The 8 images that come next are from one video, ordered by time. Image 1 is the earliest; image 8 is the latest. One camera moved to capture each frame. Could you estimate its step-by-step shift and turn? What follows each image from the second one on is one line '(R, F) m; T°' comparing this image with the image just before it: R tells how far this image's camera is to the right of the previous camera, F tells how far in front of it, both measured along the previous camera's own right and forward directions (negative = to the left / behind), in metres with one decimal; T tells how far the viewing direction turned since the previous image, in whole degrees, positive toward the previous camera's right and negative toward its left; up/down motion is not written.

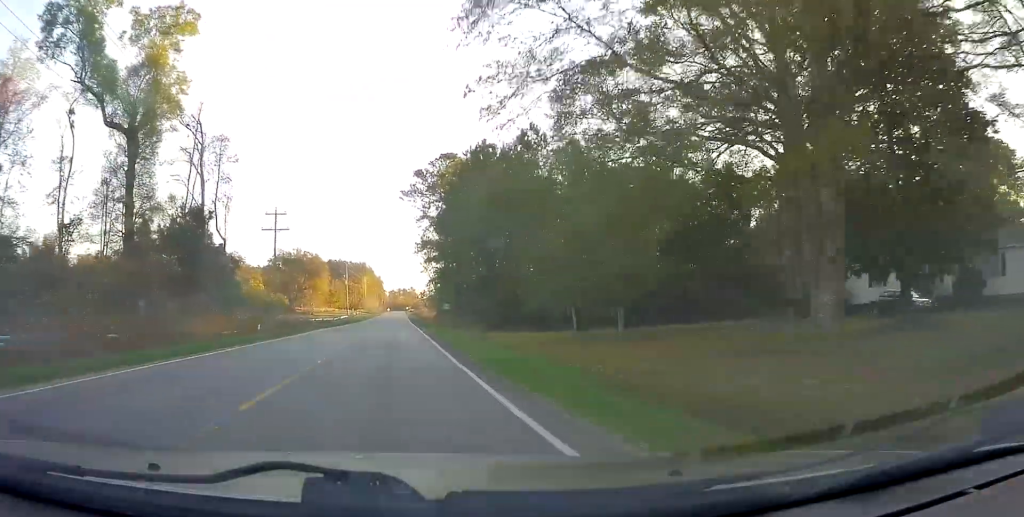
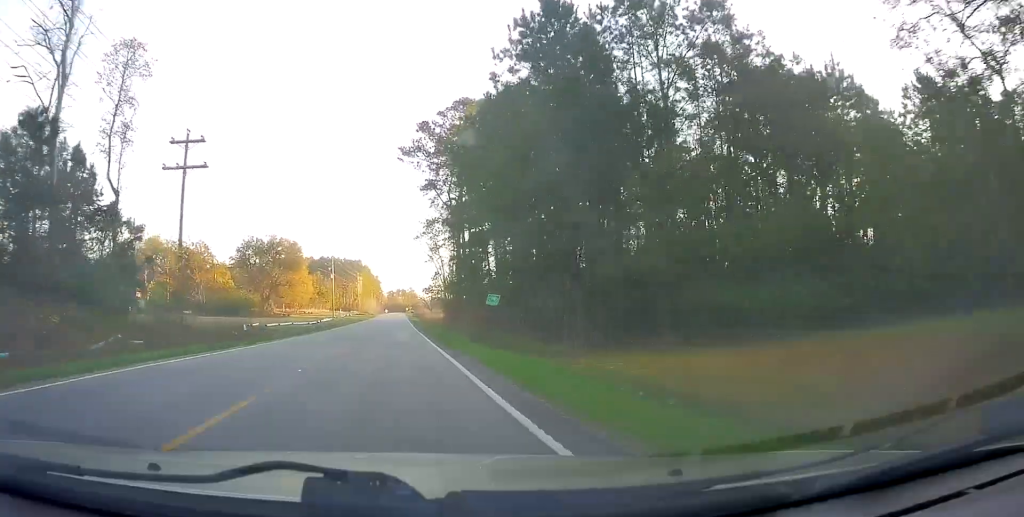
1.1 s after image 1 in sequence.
(+0.1, +26.2) m; 0°
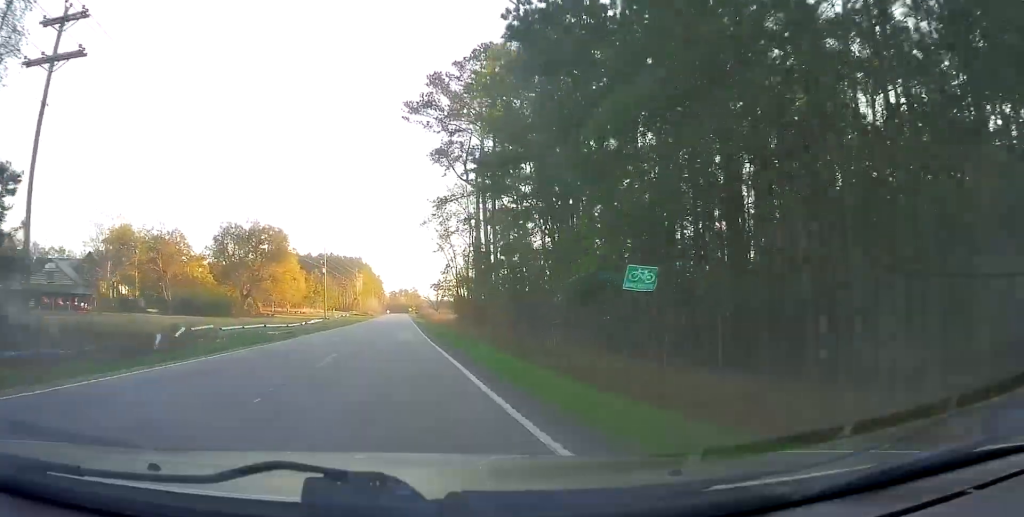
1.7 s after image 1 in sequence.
(0.0, +15.8) m; 0°
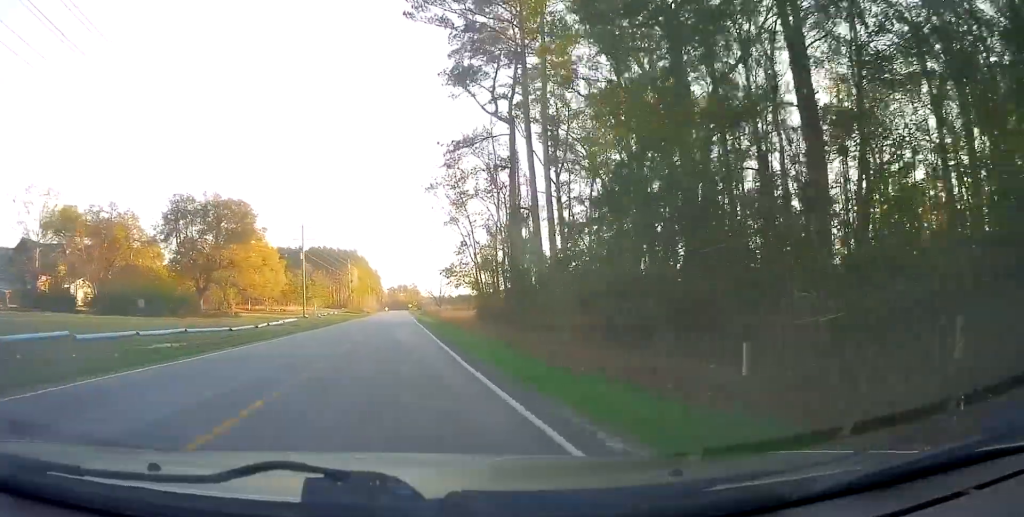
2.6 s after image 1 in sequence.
(0.0, +20.4) m; -1°
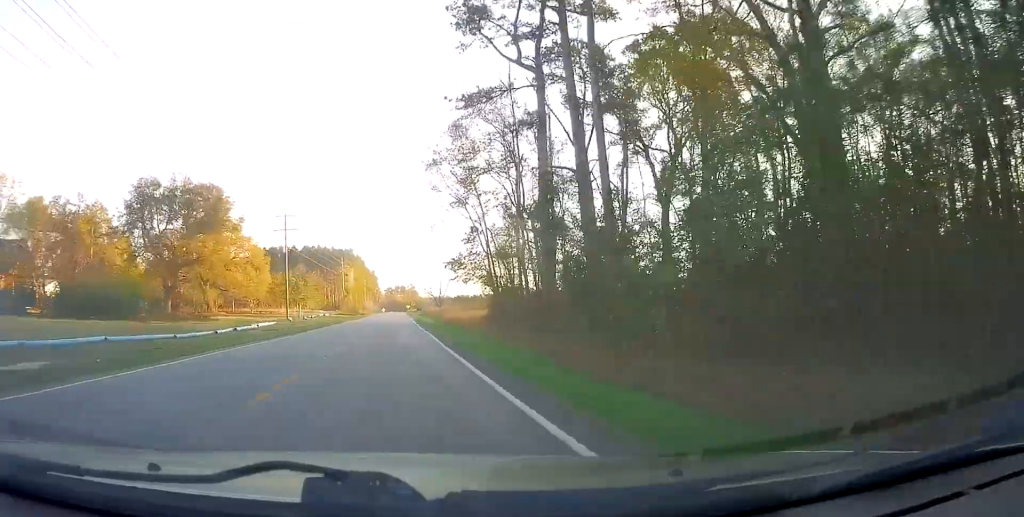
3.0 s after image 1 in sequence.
(-0.2, +9.8) m; 0°
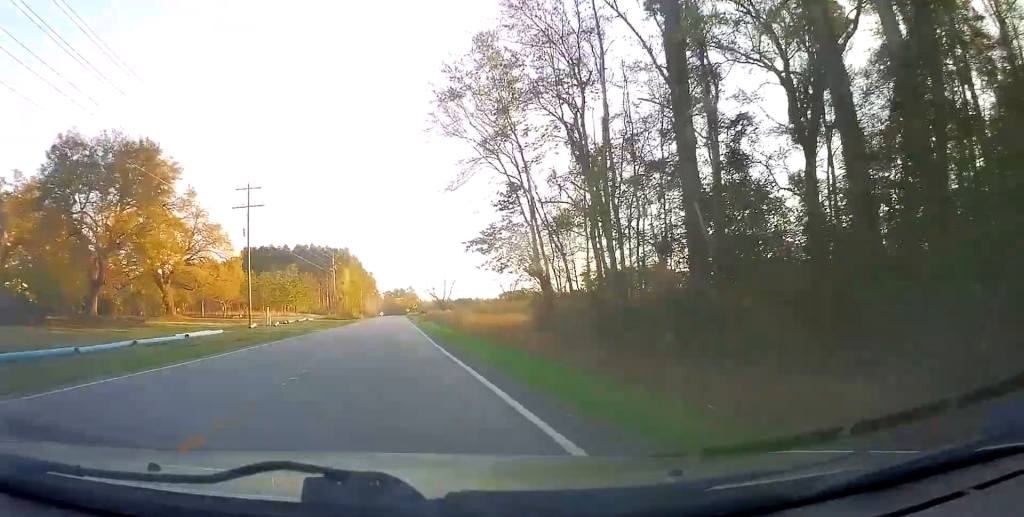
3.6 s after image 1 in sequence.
(-0.1, +16.4) m; 0°
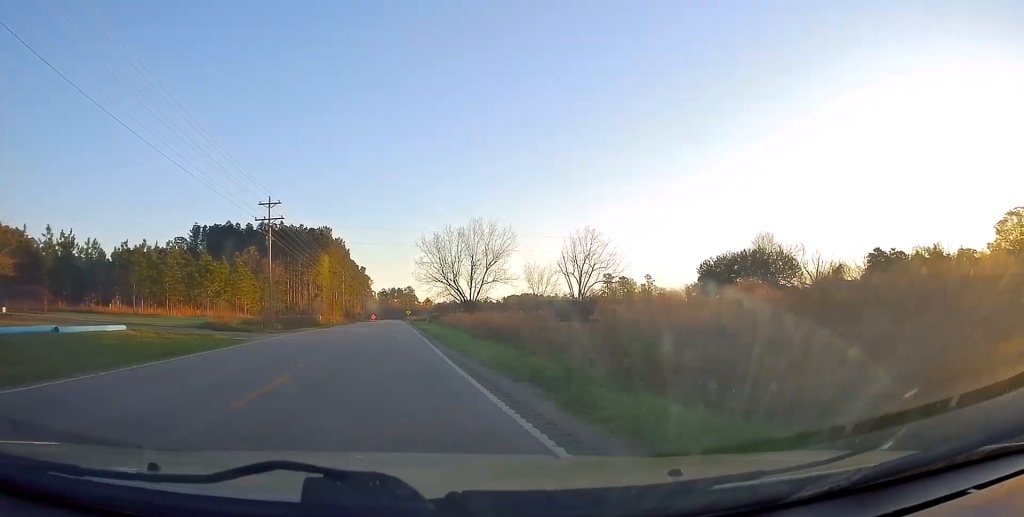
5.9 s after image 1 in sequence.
(+0.7, +55.9) m; 0°
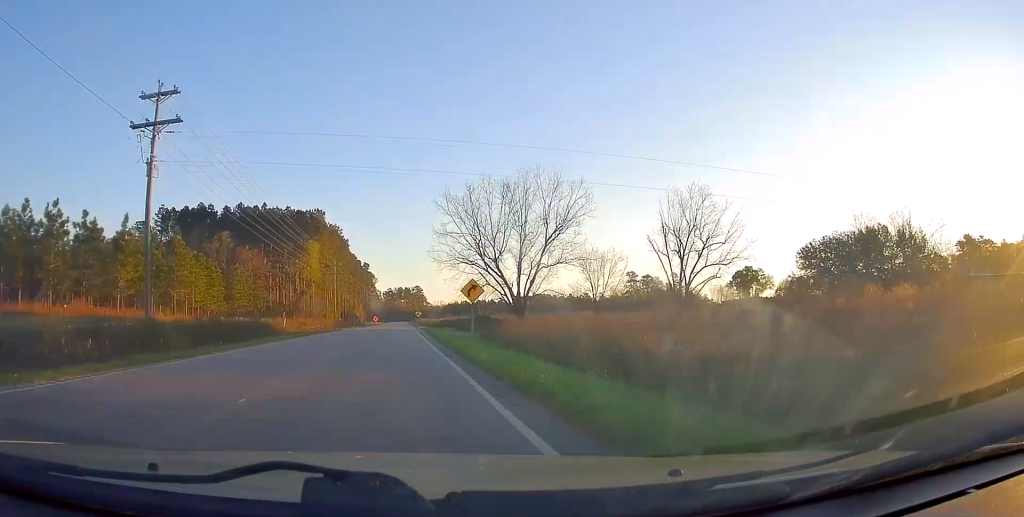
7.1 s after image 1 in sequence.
(-0.4, +30.9) m; -1°
